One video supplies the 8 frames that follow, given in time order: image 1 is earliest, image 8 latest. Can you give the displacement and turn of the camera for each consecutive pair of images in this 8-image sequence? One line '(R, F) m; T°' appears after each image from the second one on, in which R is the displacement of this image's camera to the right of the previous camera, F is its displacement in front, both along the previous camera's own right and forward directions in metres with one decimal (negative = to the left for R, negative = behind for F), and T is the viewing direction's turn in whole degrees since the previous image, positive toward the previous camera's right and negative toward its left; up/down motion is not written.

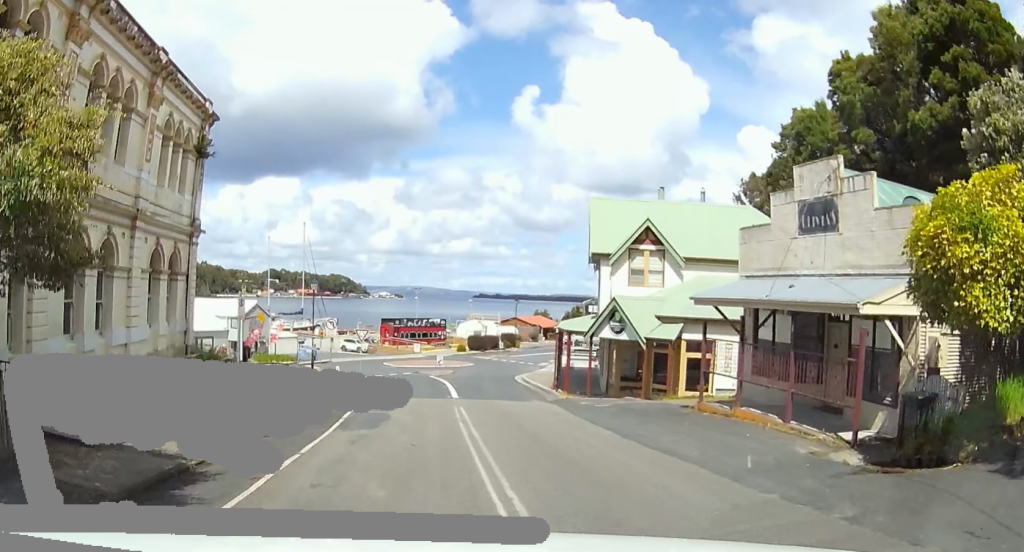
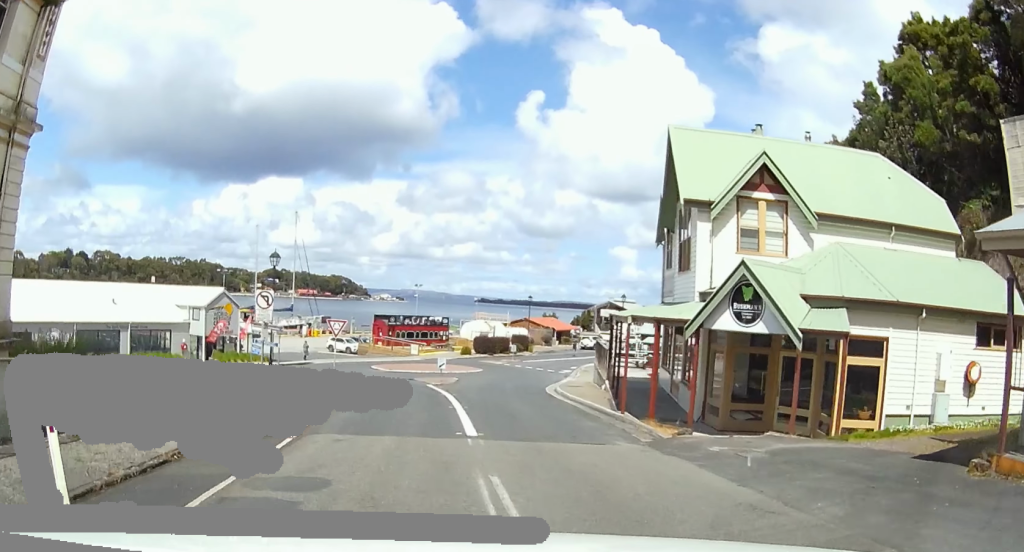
(+0.3, +11.2) m; +2°
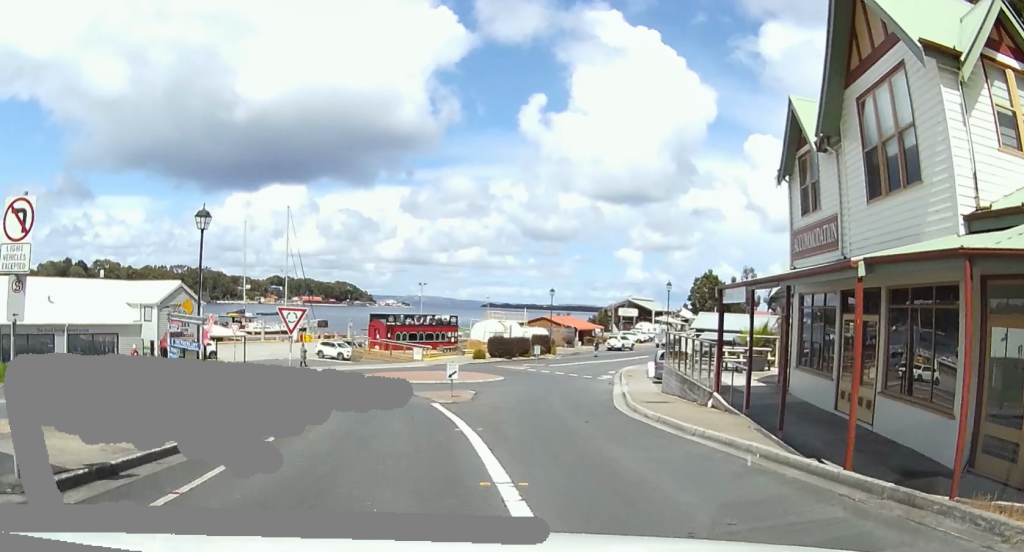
(+0.1, +12.7) m; +1°
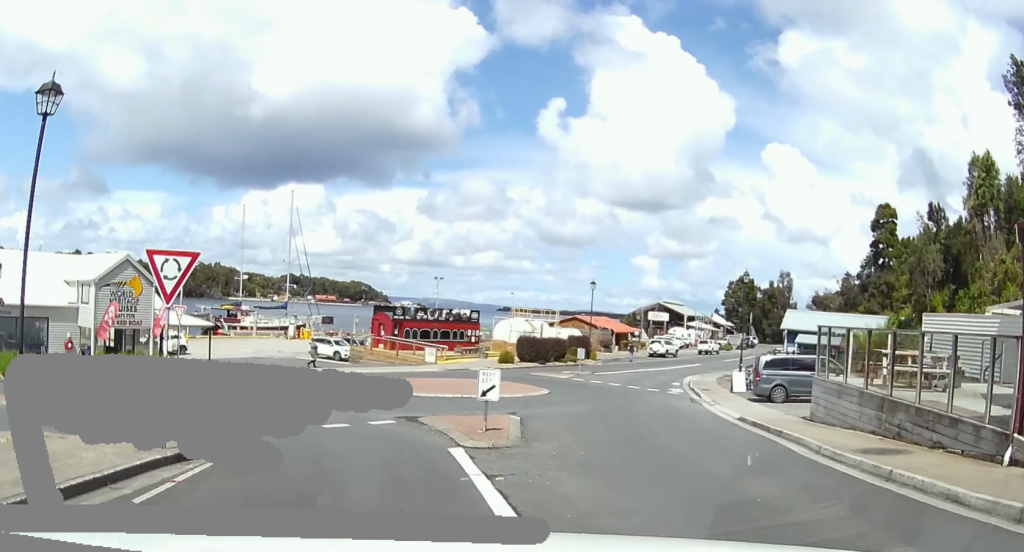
(+0.4, +12.2) m; +1°
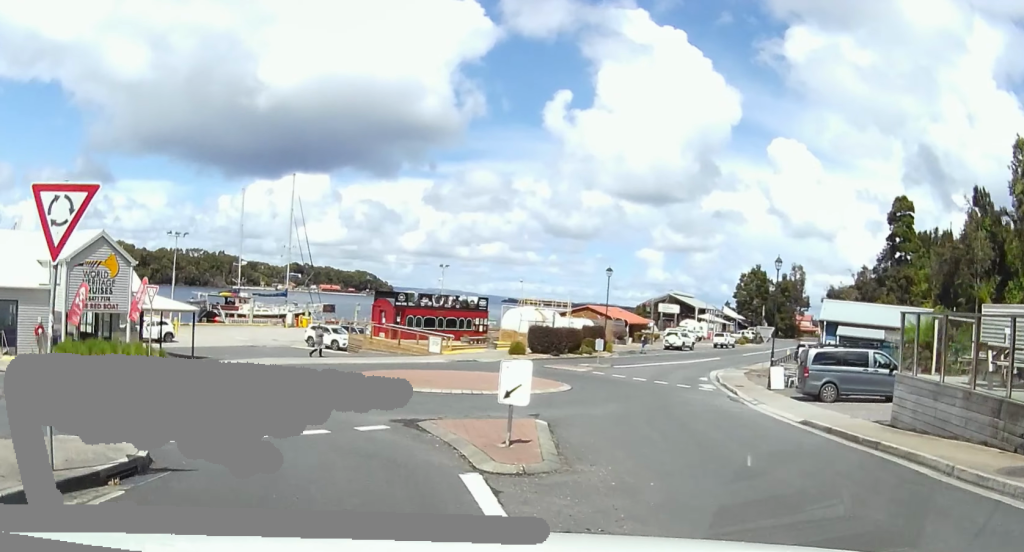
(+0.2, +3.9) m; -3°
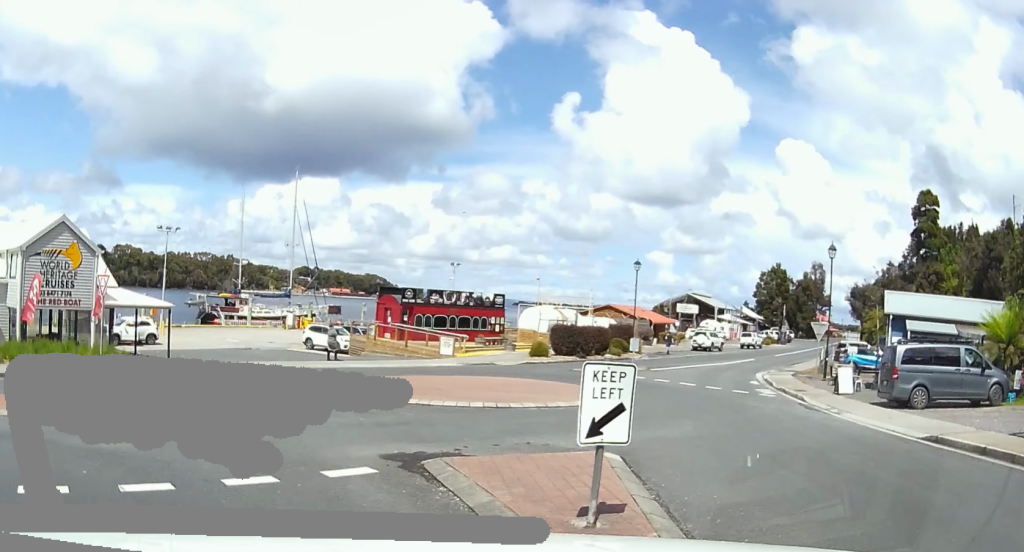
(-0.5, +4.9) m; -8°
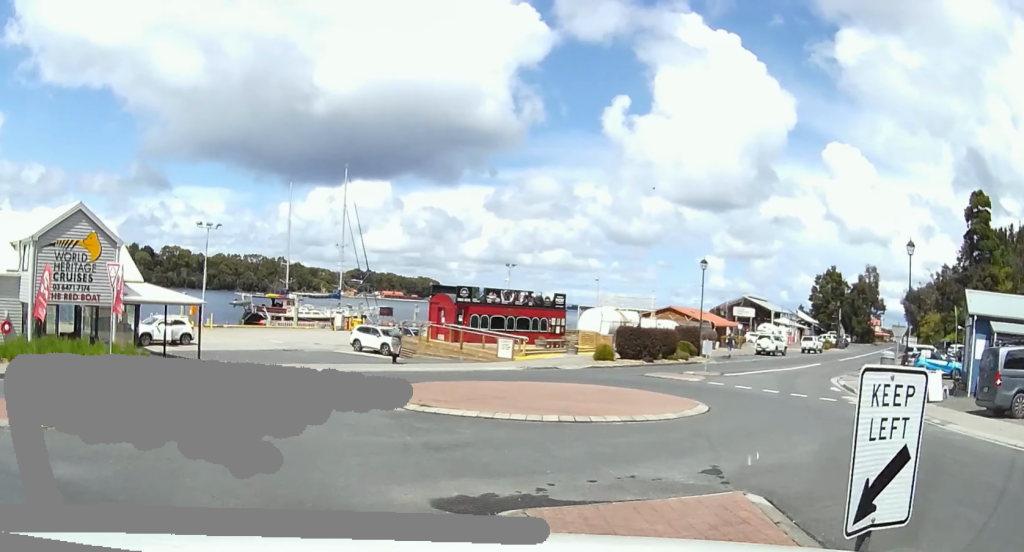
(-0.2, +3.2) m; -9°
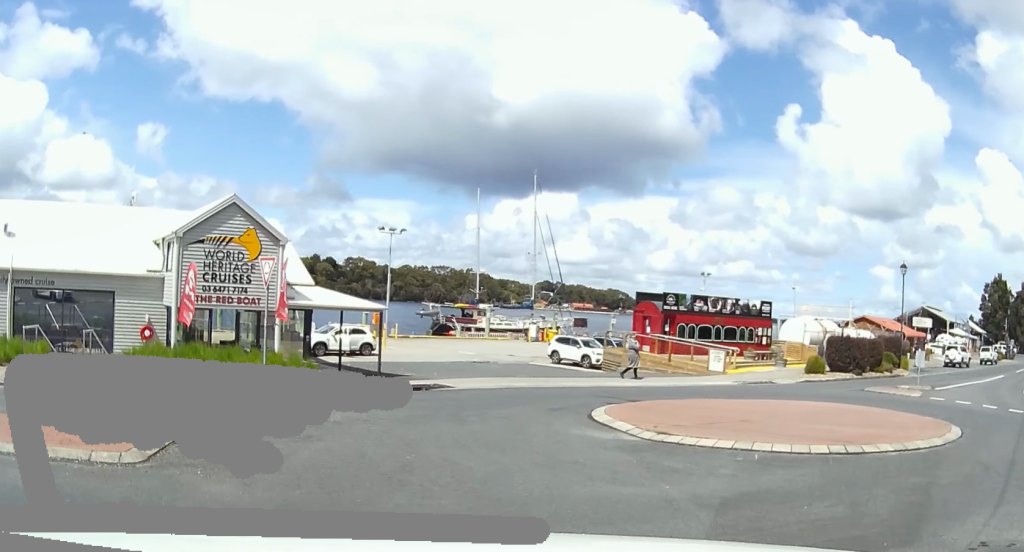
(-0.6, +4.7) m; -23°
